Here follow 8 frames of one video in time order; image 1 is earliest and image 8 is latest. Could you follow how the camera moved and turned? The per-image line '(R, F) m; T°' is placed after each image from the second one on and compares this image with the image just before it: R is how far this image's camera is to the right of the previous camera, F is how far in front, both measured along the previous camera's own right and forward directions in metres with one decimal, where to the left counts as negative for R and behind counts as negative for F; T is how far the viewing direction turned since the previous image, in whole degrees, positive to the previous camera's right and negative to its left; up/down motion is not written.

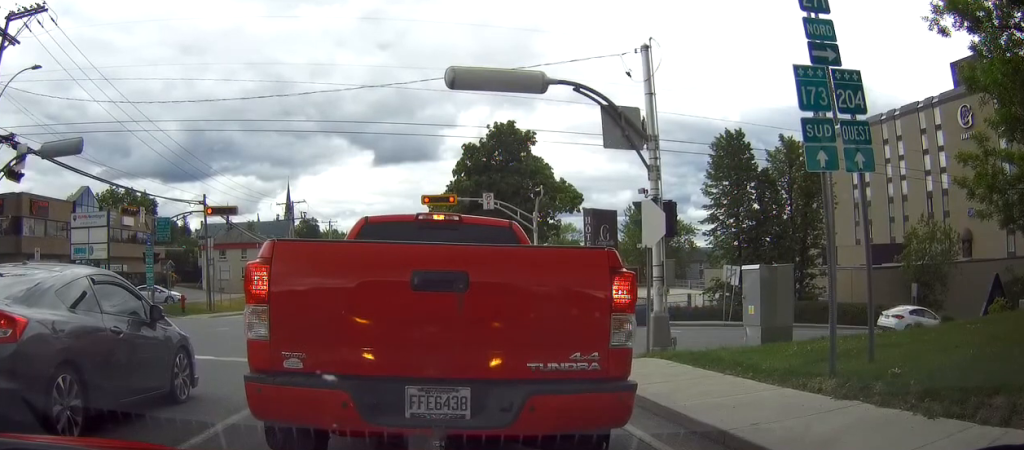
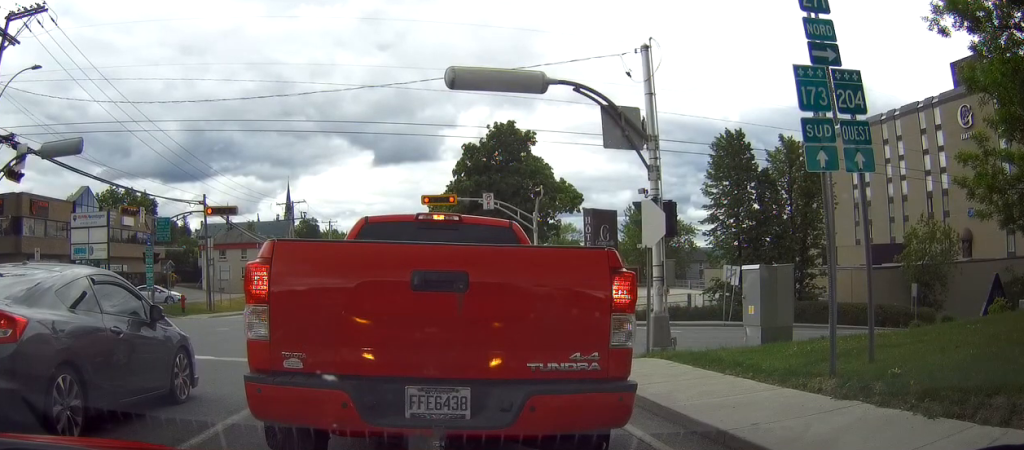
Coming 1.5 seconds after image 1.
(0.0, +0.1) m; 0°
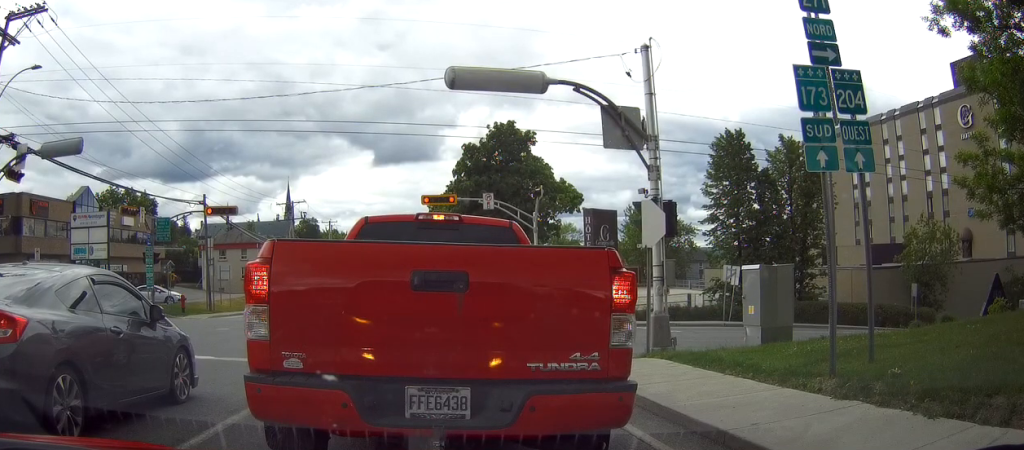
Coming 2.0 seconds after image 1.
(0.0, 0.0) m; 0°
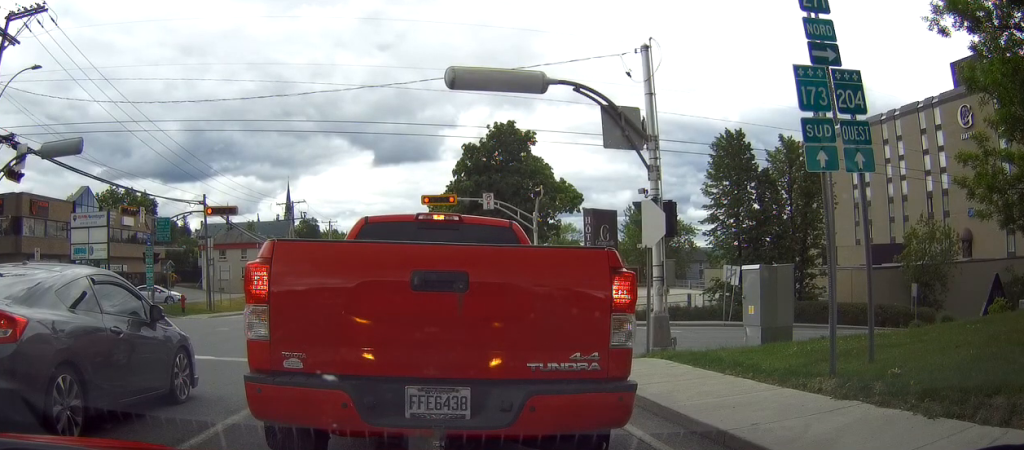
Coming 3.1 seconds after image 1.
(0.0, 0.0) m; 0°
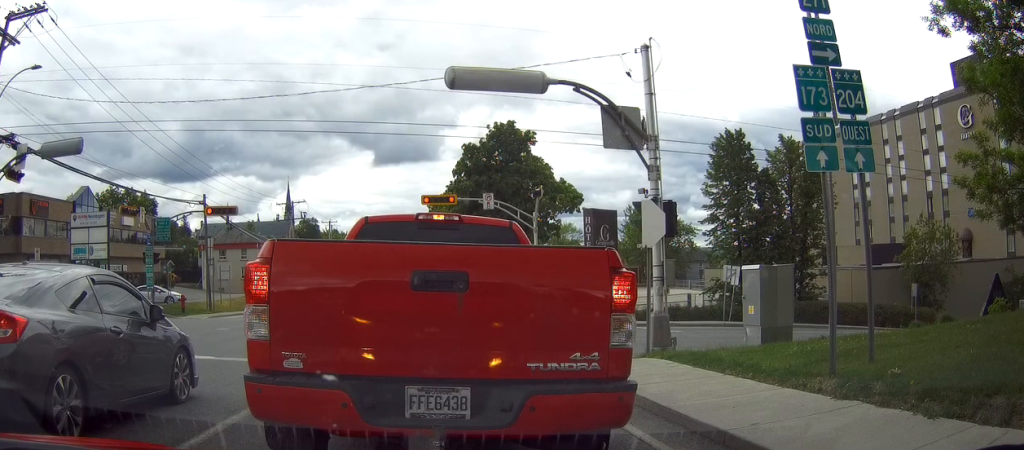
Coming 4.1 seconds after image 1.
(0.0, 0.0) m; 0°
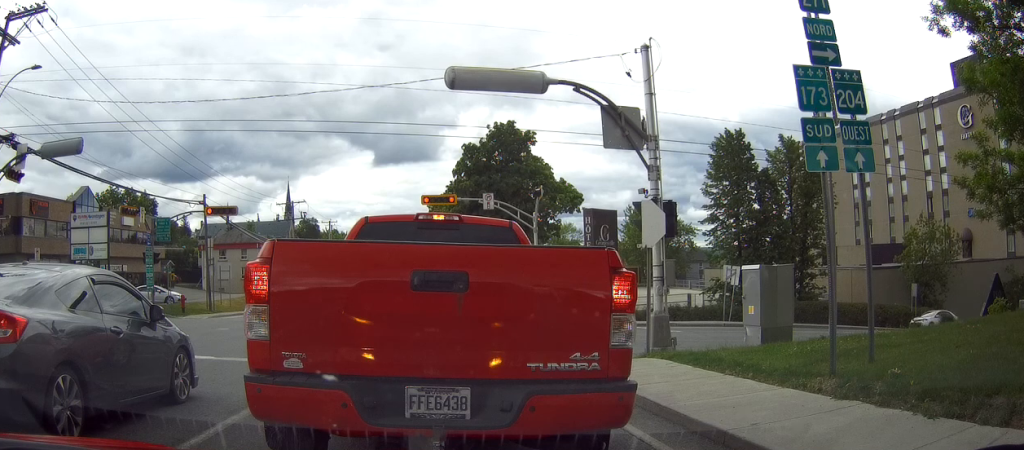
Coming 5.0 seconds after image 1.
(0.0, 0.0) m; 0°
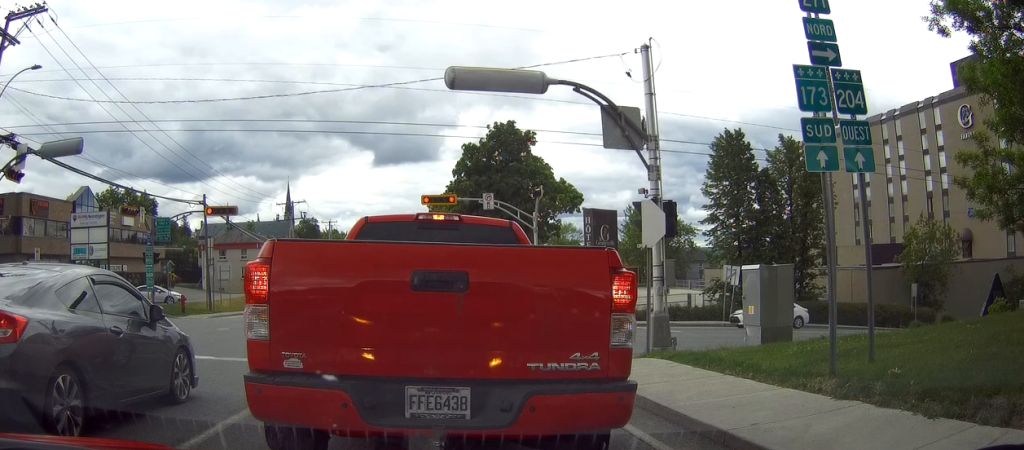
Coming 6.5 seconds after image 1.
(0.0, 0.0) m; 0°
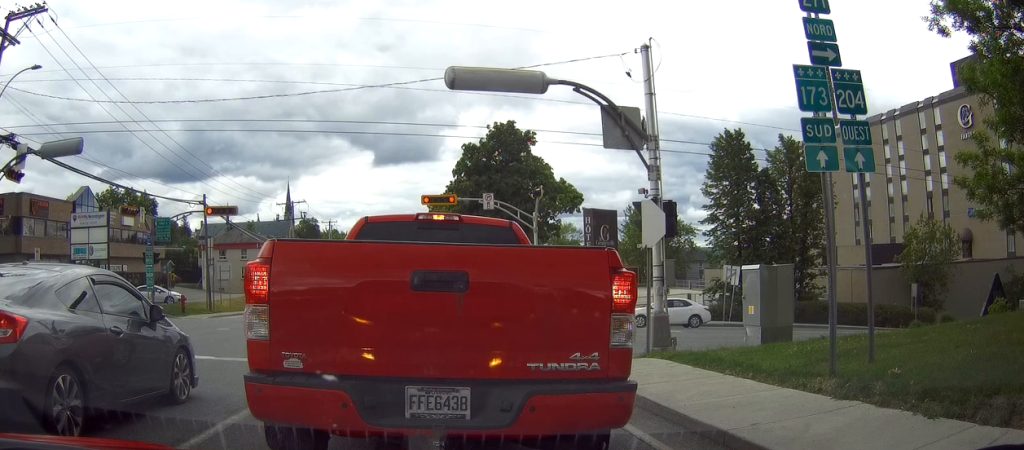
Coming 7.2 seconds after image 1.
(0.0, 0.0) m; 0°
